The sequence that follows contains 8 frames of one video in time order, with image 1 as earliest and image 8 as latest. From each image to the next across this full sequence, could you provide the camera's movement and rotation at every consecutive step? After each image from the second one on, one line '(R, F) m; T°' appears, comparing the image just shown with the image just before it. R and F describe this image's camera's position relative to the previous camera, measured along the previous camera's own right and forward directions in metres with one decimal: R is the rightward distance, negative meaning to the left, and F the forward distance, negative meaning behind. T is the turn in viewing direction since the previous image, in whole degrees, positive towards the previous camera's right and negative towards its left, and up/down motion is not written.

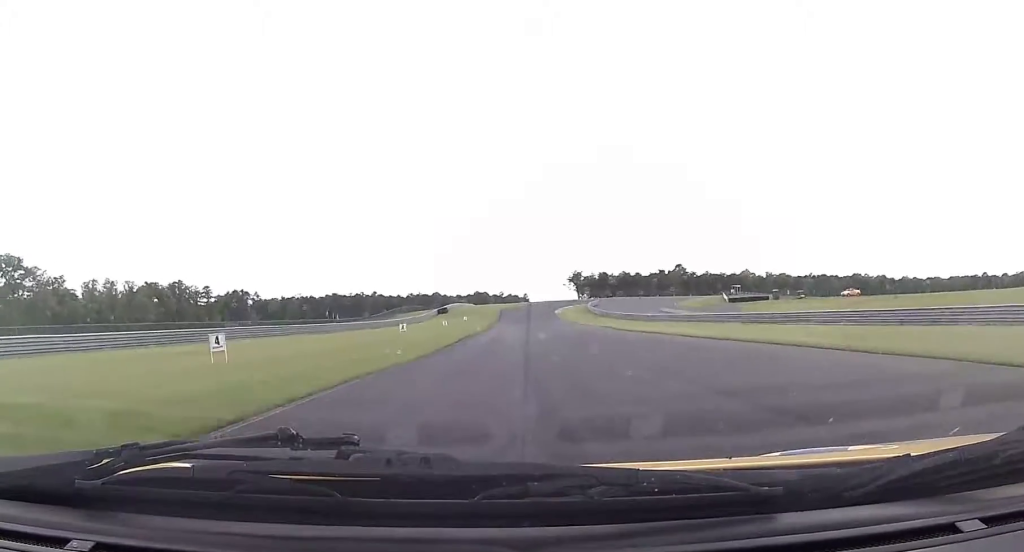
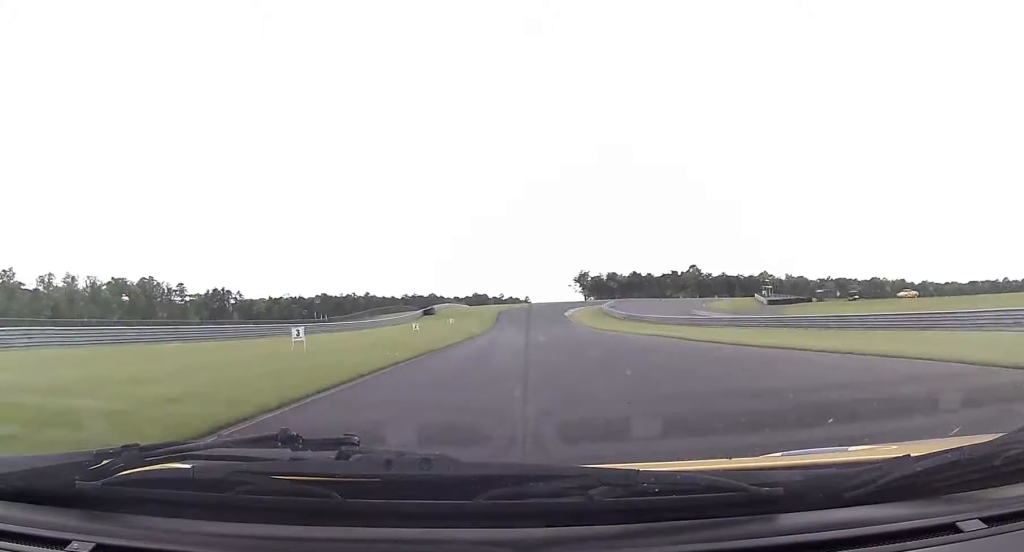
(+0.4, +26.0) m; 0°
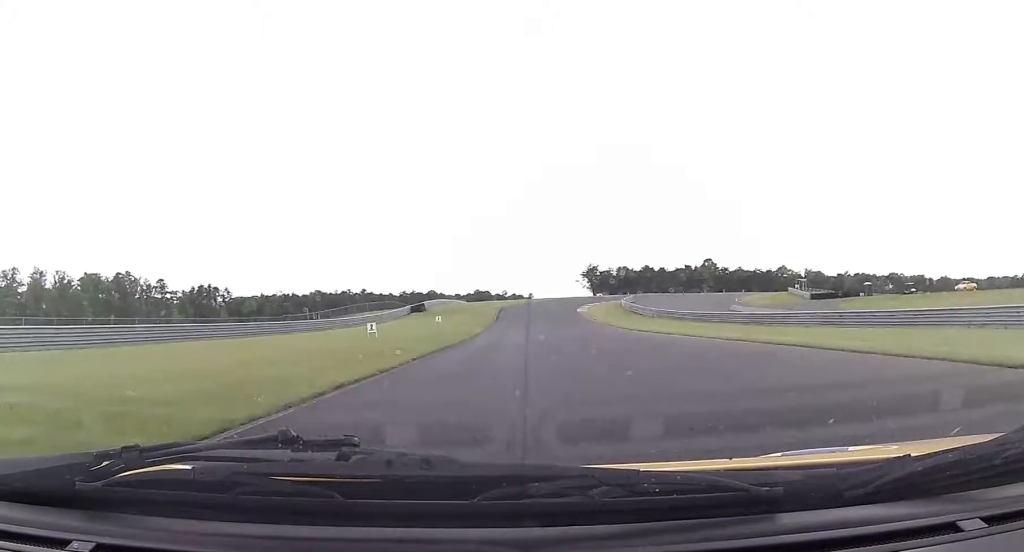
(-0.3, +19.2) m; 0°
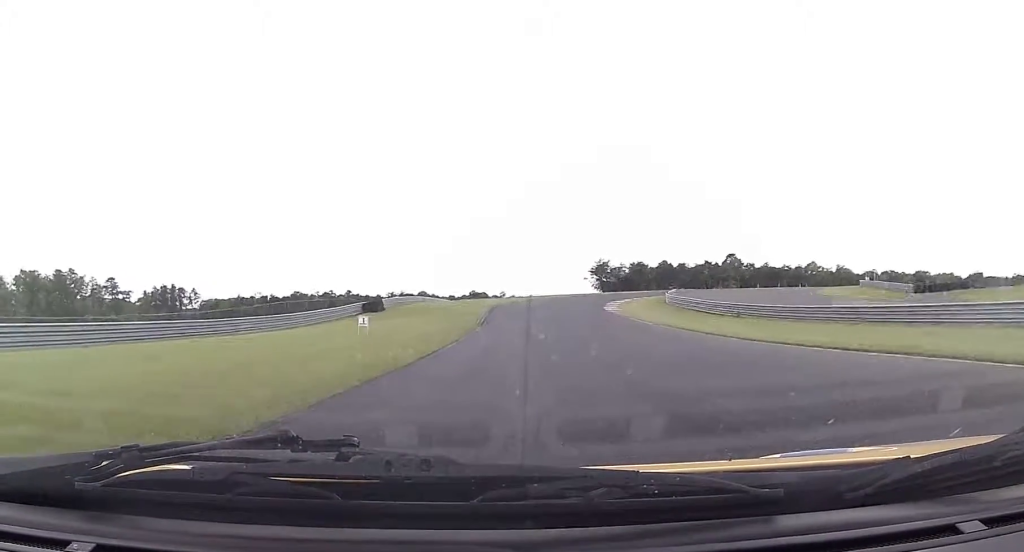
(-0.3, +34.5) m; 0°
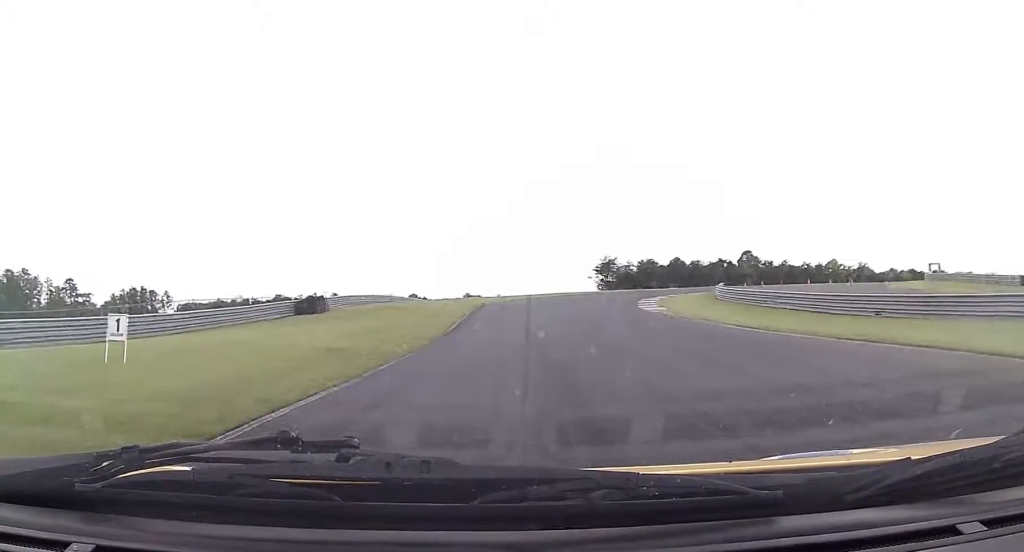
(-0.1, +22.7) m; +1°
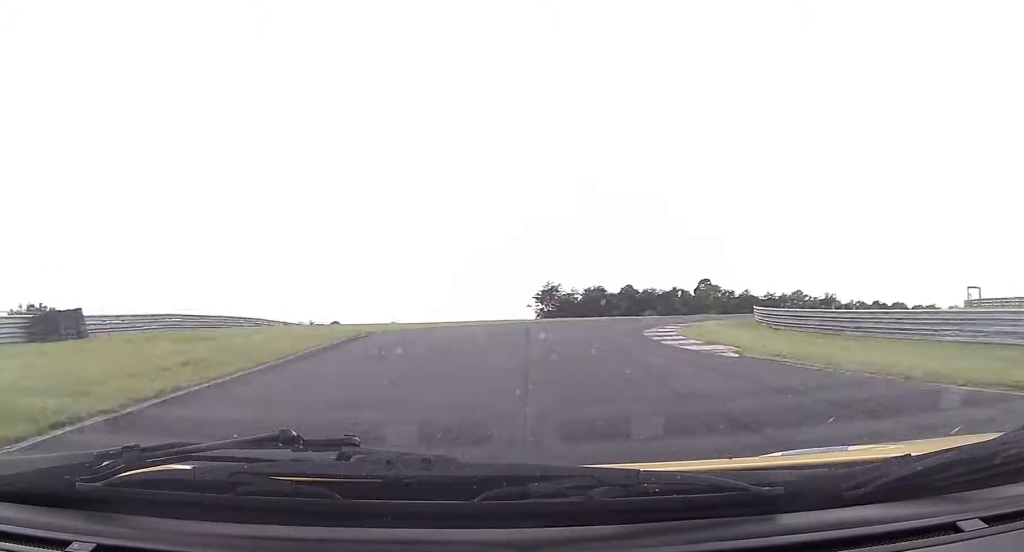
(+0.5, +25.1) m; +3°
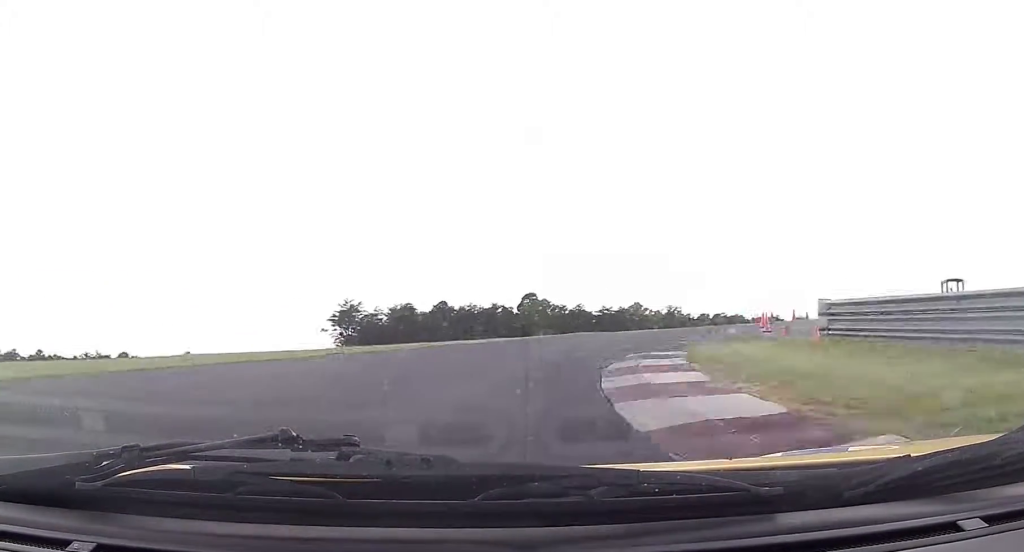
(+1.5, +29.7) m; +10°
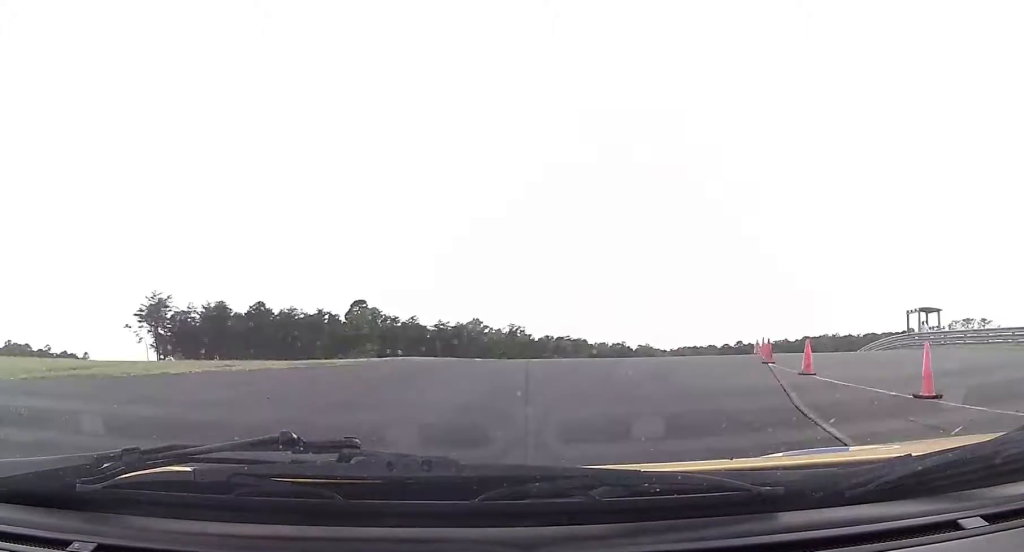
(+2.0, +17.4) m; +12°
